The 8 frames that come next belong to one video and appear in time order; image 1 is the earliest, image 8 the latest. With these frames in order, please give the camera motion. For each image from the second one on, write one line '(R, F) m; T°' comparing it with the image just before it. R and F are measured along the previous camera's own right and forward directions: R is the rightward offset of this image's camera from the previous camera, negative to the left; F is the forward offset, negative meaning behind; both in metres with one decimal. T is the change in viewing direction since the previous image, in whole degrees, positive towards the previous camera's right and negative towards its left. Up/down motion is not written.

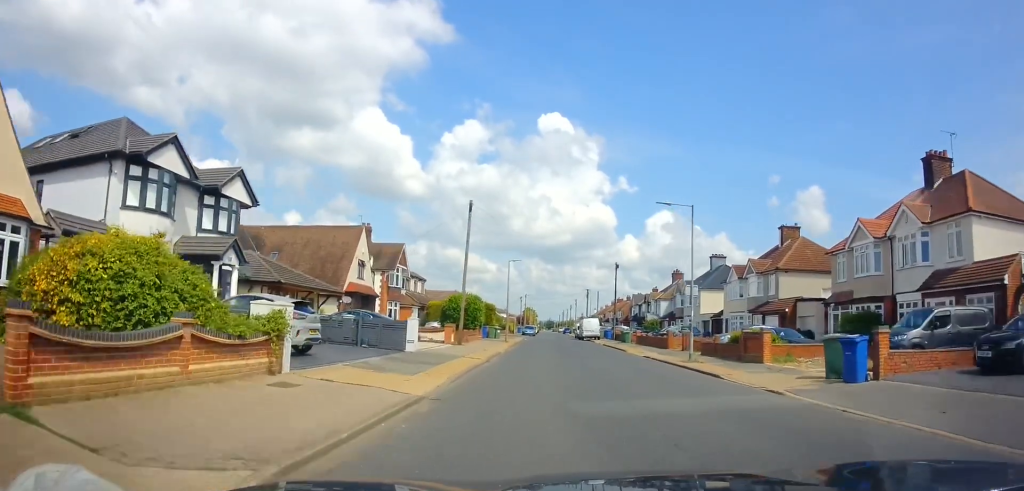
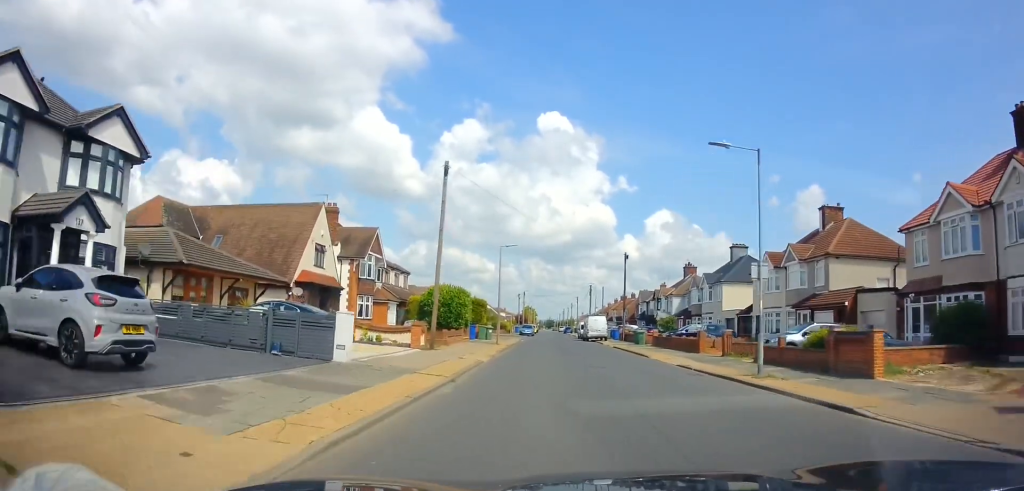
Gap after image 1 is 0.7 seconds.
(+0.1, +7.3) m; 0°
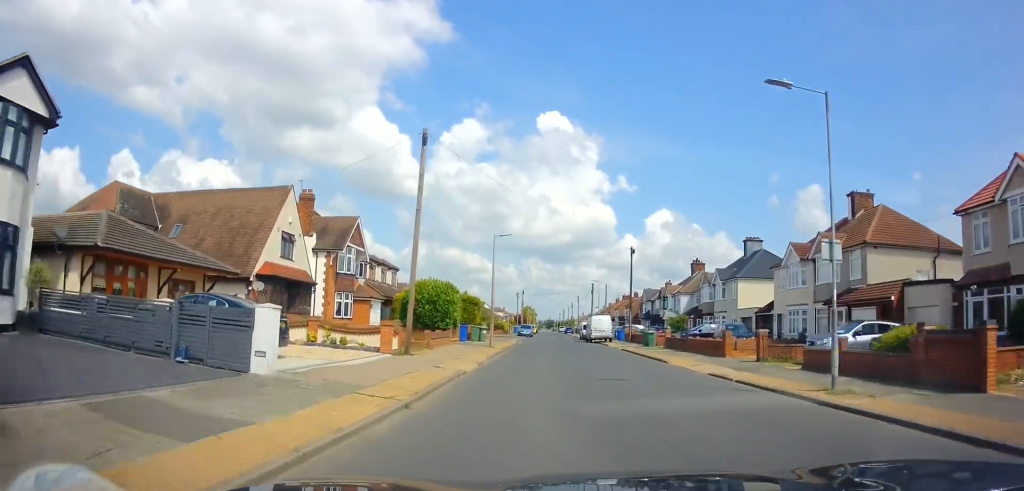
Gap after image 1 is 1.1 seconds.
(+0.1, +4.2) m; 0°
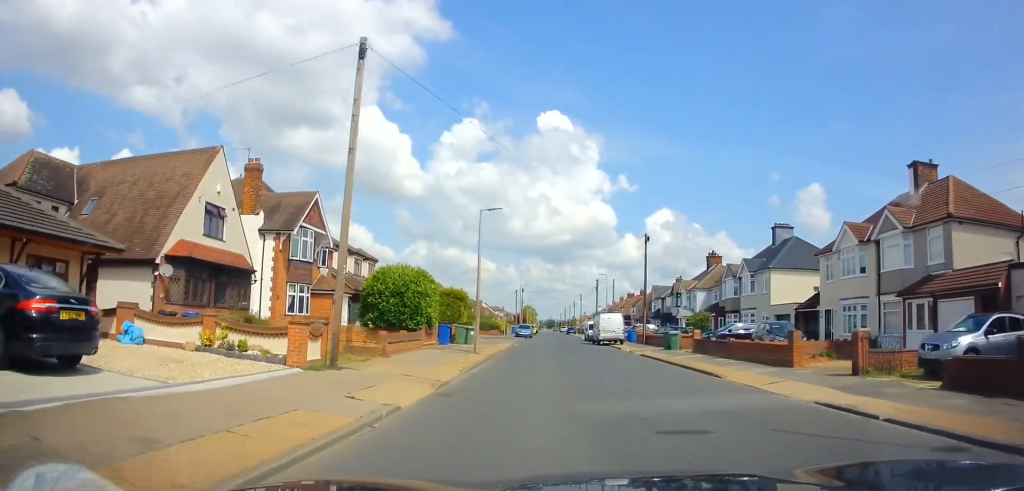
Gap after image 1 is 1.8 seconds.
(-0.2, +7.2) m; -2°
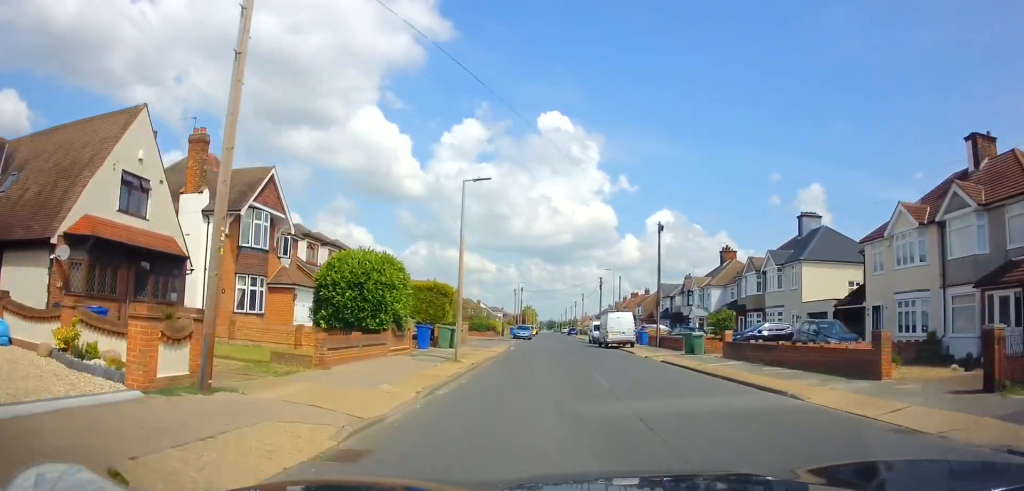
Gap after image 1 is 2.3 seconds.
(-0.1, +5.1) m; -1°
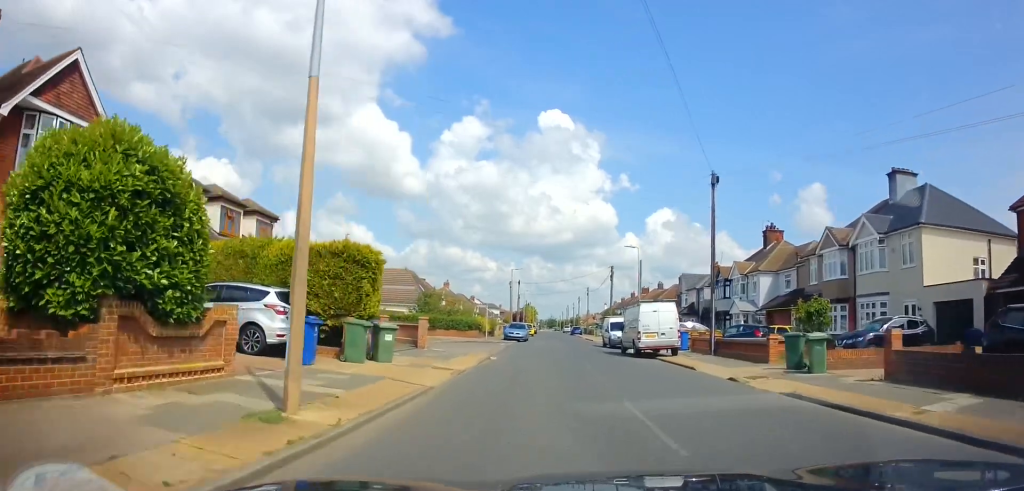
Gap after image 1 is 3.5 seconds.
(-0.1, +12.0) m; +1°
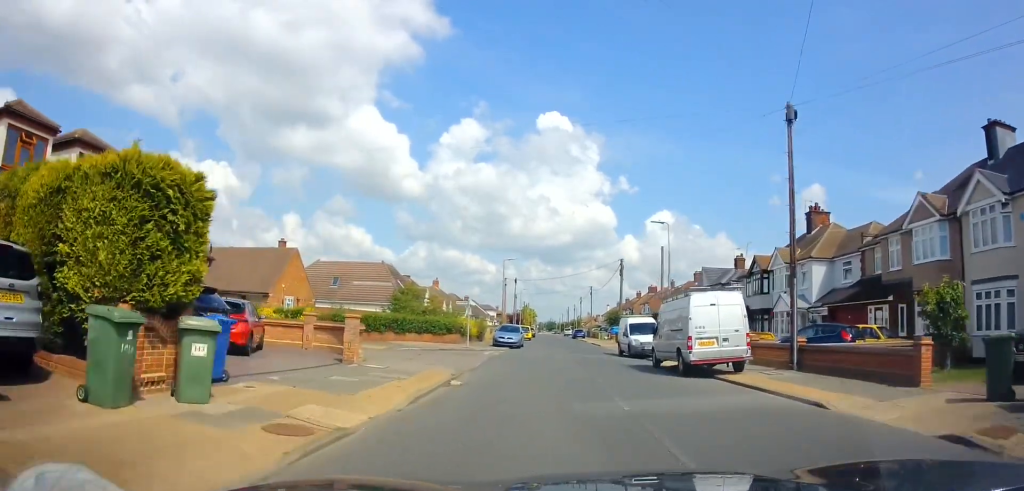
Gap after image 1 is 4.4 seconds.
(+0.2, +9.1) m; +2°
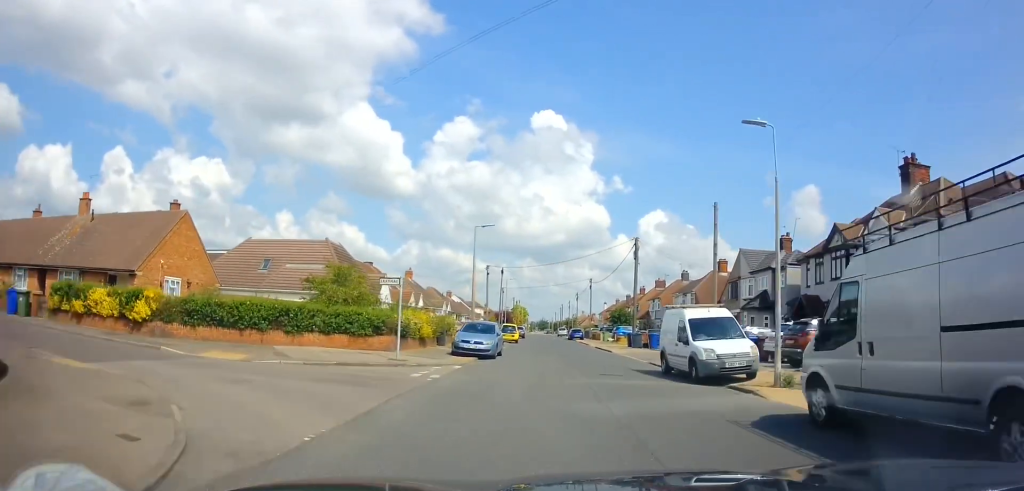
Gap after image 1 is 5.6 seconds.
(+0.1, +12.5) m; 0°
